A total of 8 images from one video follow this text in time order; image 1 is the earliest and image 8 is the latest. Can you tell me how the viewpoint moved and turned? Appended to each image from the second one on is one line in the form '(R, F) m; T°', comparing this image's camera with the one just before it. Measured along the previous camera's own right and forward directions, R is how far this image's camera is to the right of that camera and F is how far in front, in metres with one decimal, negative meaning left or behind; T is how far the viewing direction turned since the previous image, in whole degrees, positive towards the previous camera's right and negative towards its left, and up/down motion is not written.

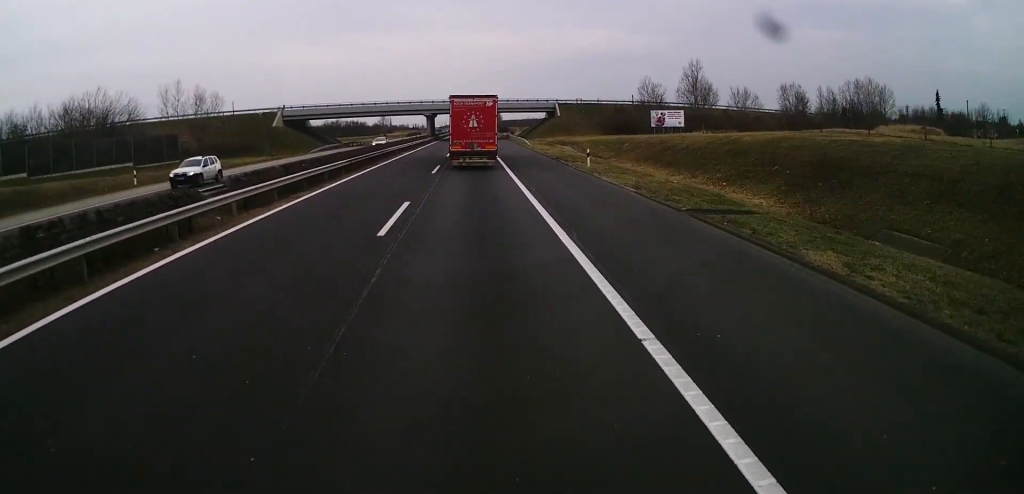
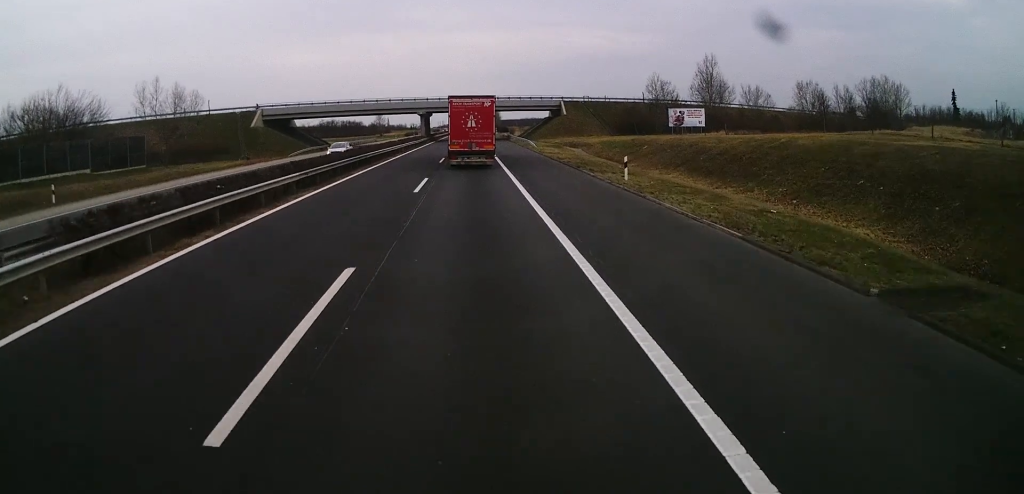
(-0.1, +9.2) m; 0°
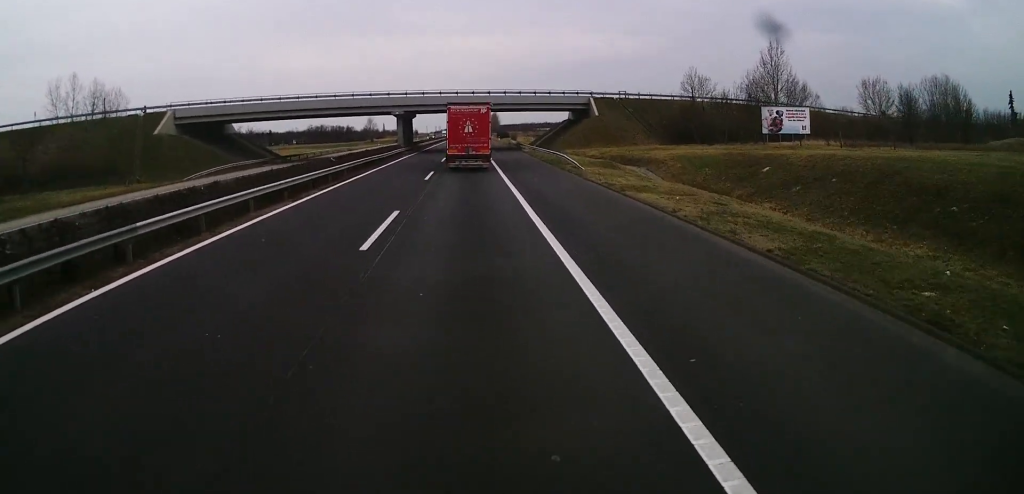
(+0.7, +28.4) m; +2°
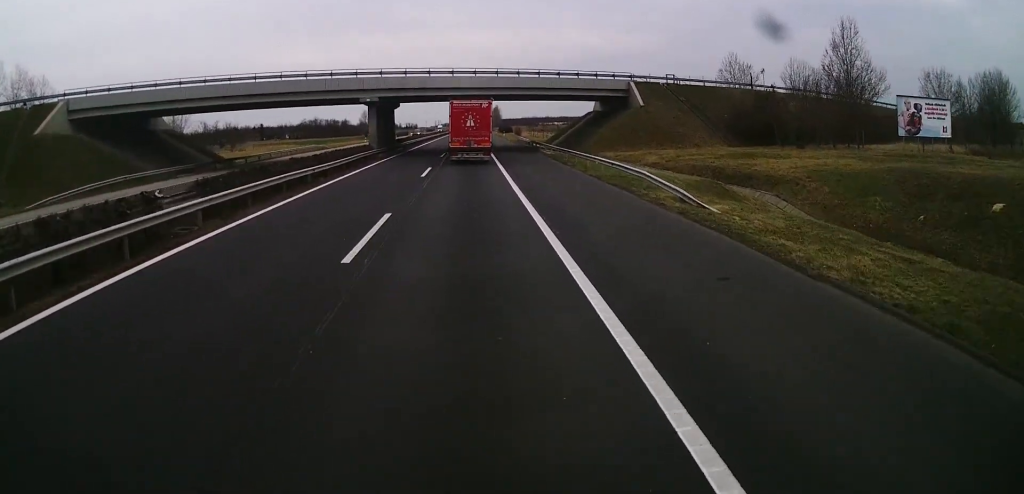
(+0.2, +20.0) m; 0°
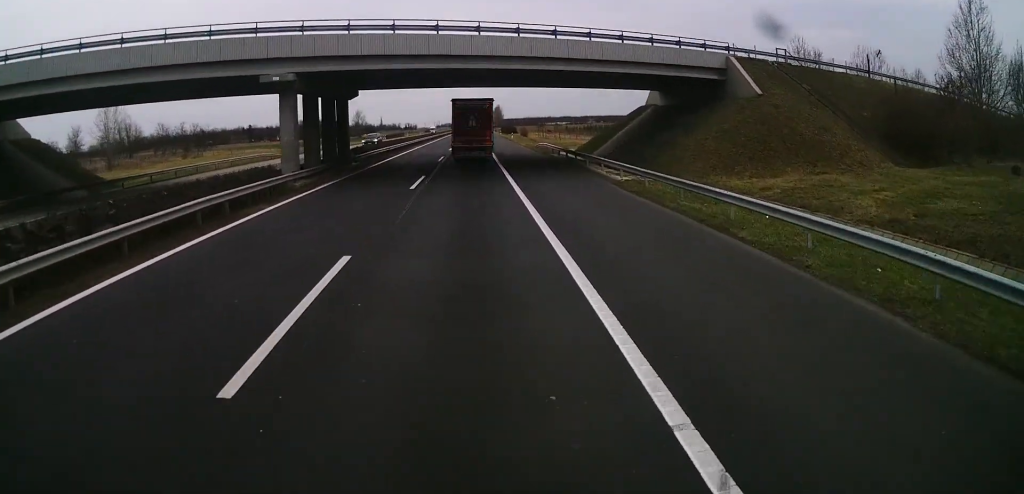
(-0.3, +23.8) m; -1°
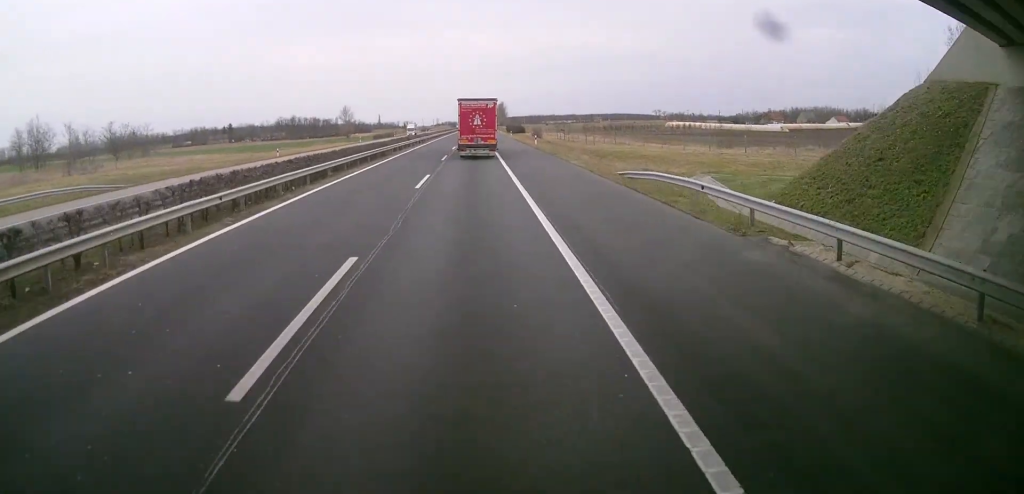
(+0.3, +36.8) m; +1°
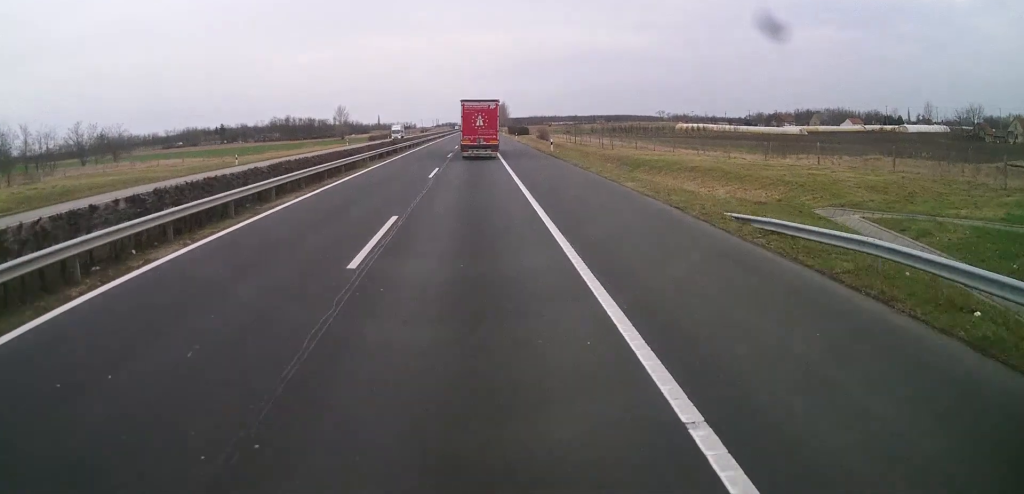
(0.0, +13.1) m; 0°
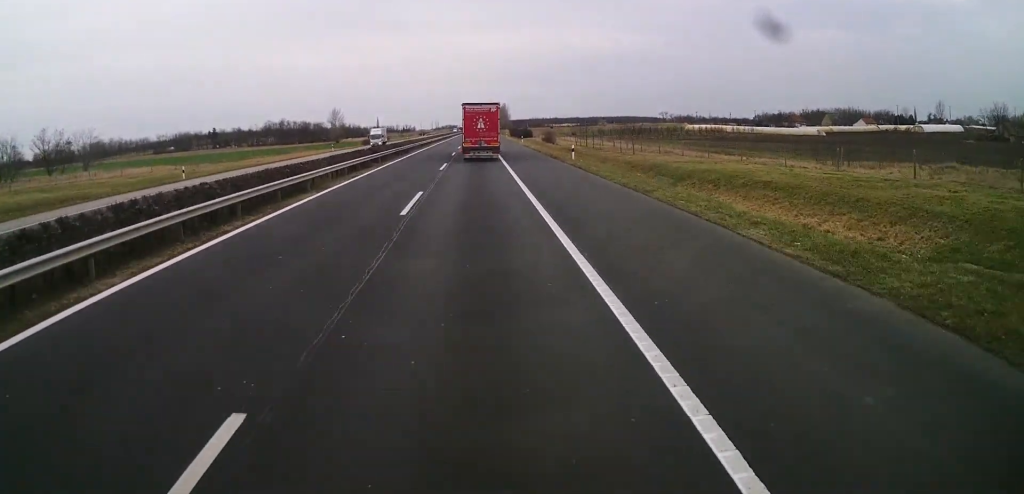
(0.0, +11.6) m; 0°
